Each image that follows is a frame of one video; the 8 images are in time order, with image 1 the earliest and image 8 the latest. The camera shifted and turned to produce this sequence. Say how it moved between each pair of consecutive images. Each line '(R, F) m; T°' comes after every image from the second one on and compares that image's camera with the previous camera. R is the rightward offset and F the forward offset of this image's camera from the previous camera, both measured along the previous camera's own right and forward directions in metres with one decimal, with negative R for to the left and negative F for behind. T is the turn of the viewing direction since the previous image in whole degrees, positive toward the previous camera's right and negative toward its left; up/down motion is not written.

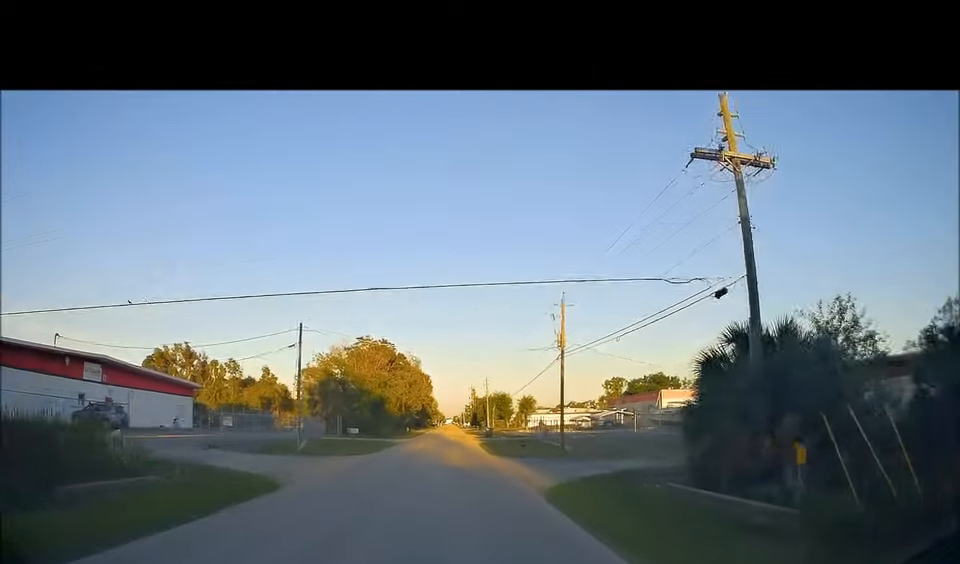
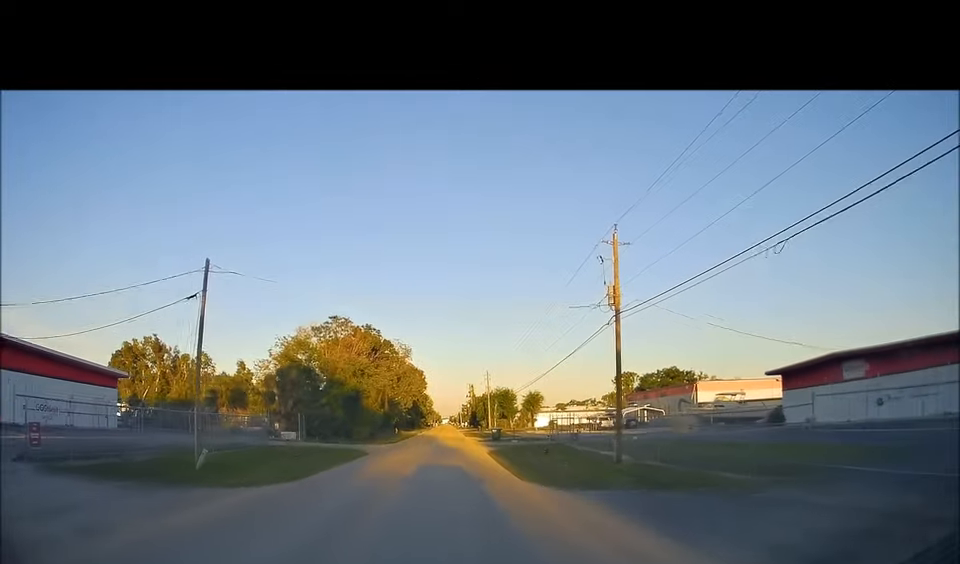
(+0.5, +15.0) m; +3°
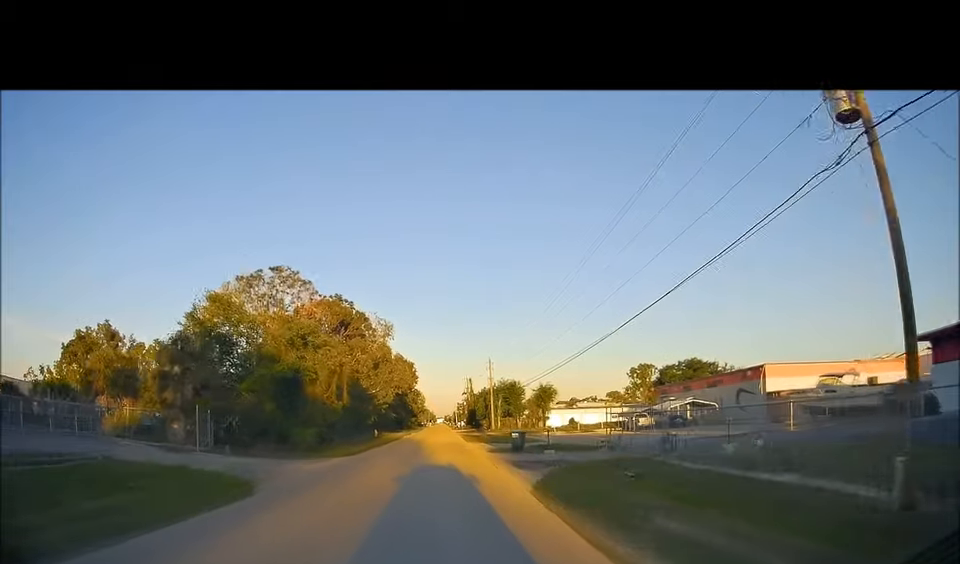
(+0.1, +19.4) m; +2°
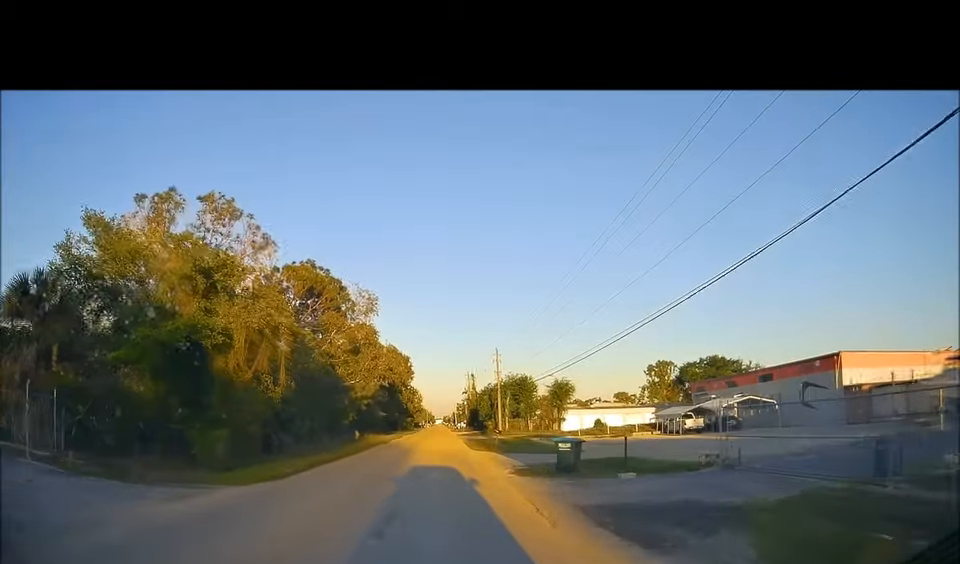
(+0.4, +14.0) m; +2°
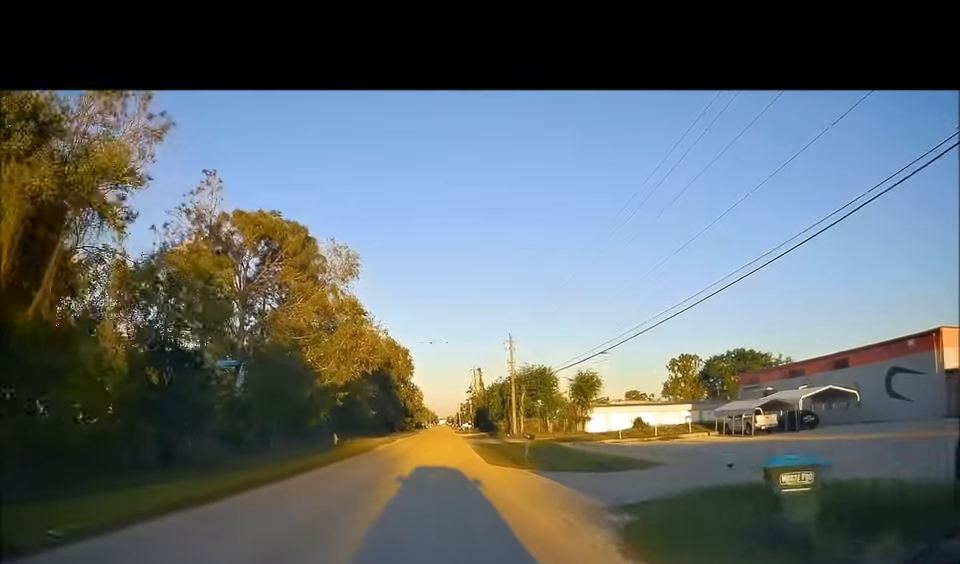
(+0.2, +13.8) m; 0°
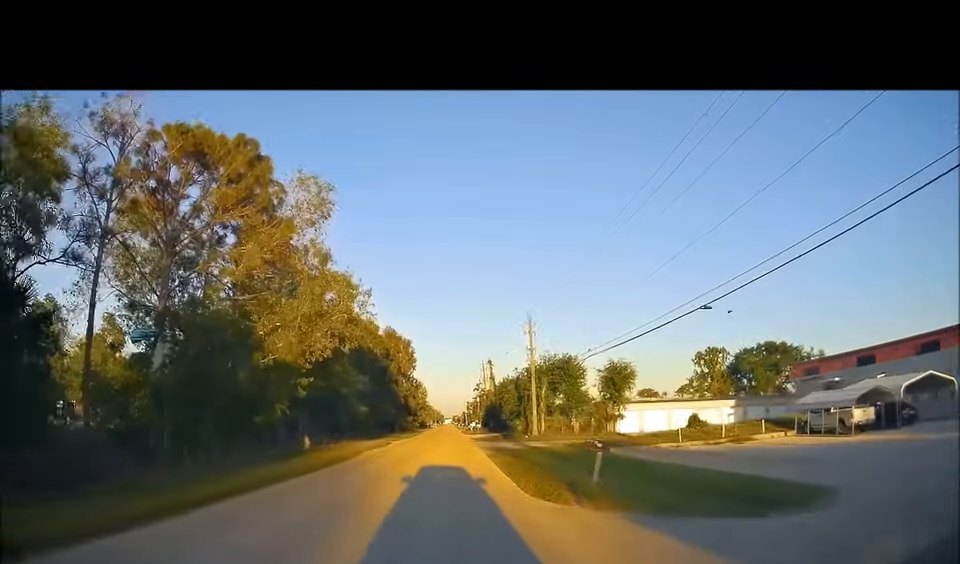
(-0.1, +11.8) m; -1°
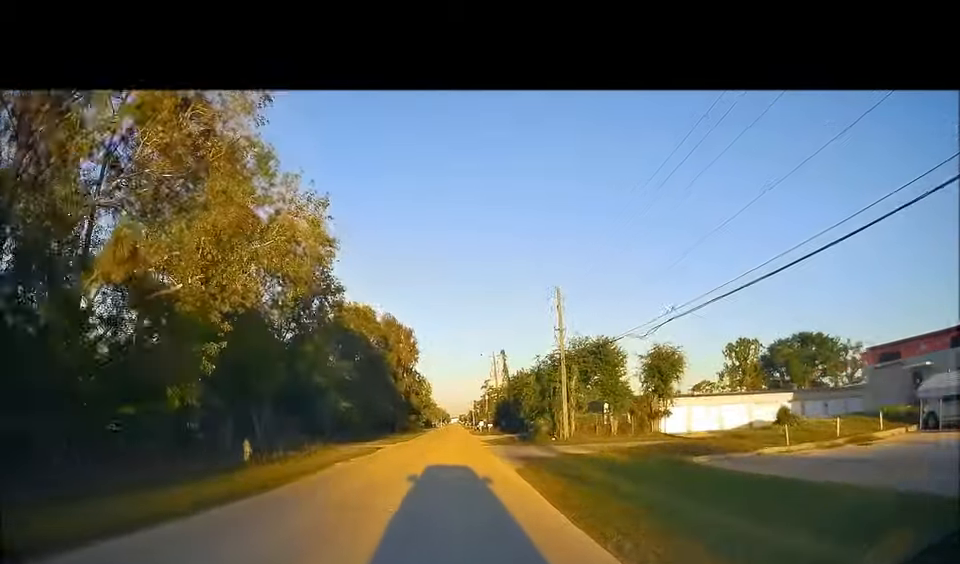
(-0.1, +10.7) m; -1°
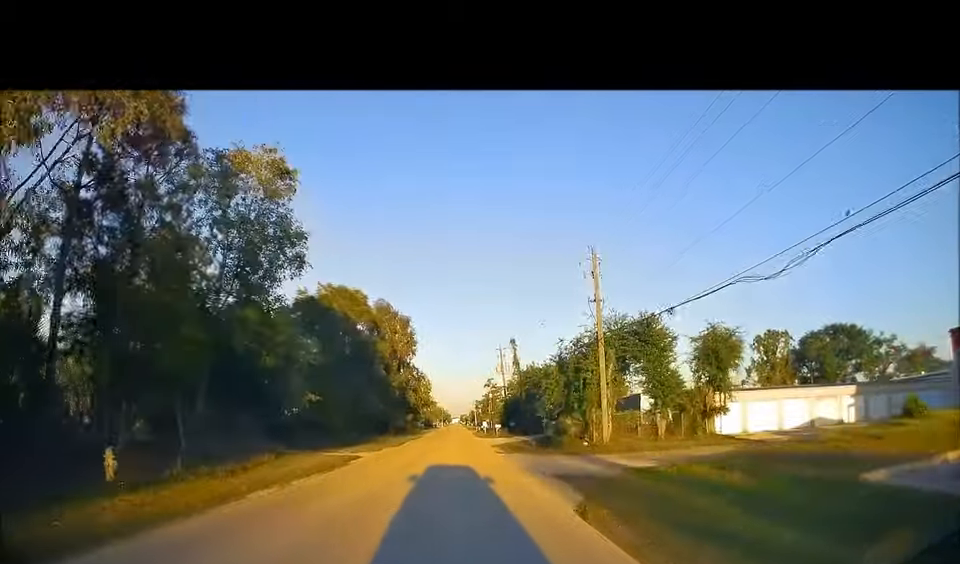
(-0.1, +8.6) m; +1°
